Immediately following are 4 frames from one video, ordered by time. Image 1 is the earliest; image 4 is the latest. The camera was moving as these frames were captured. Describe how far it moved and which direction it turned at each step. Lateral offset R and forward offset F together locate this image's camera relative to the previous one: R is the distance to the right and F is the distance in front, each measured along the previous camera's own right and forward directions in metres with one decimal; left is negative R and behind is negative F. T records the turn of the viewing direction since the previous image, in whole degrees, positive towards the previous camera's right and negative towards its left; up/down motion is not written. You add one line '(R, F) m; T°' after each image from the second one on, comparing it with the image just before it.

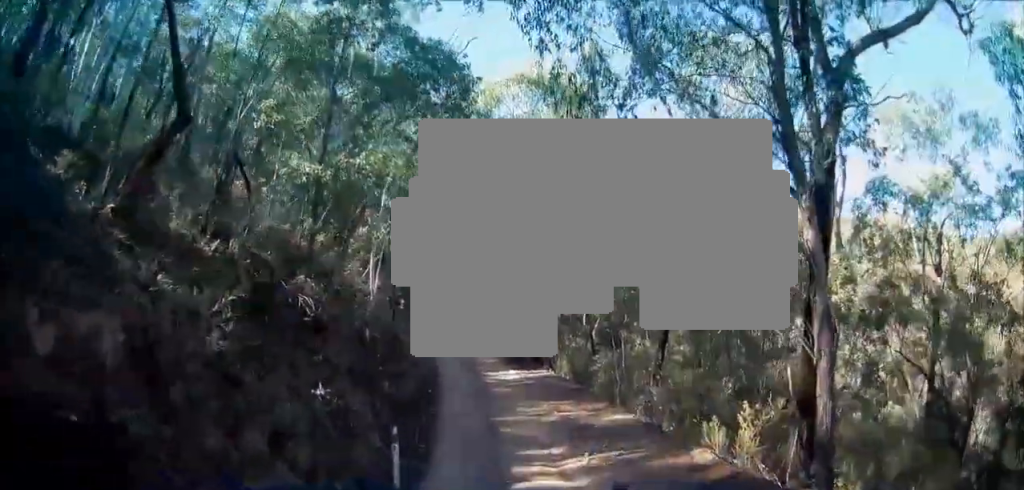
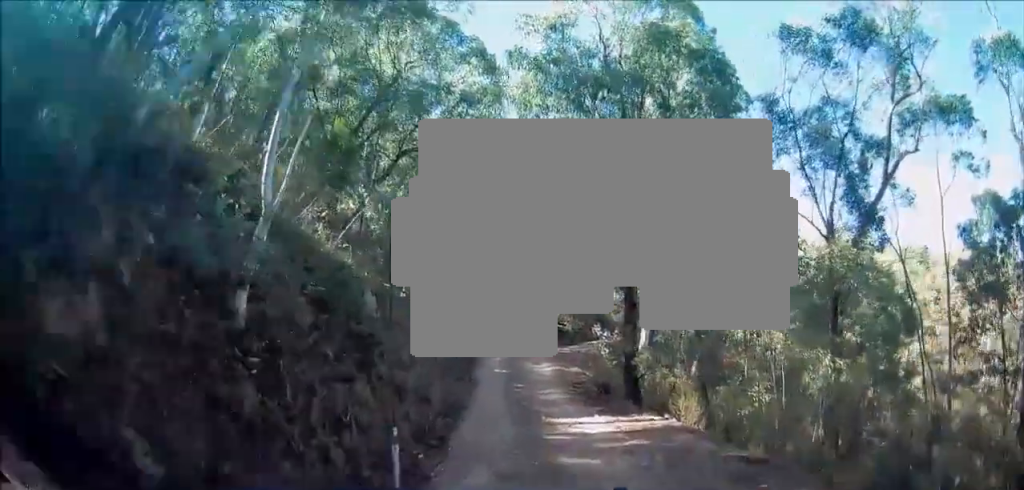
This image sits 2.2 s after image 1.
(-0.4, +8.3) m; -2°
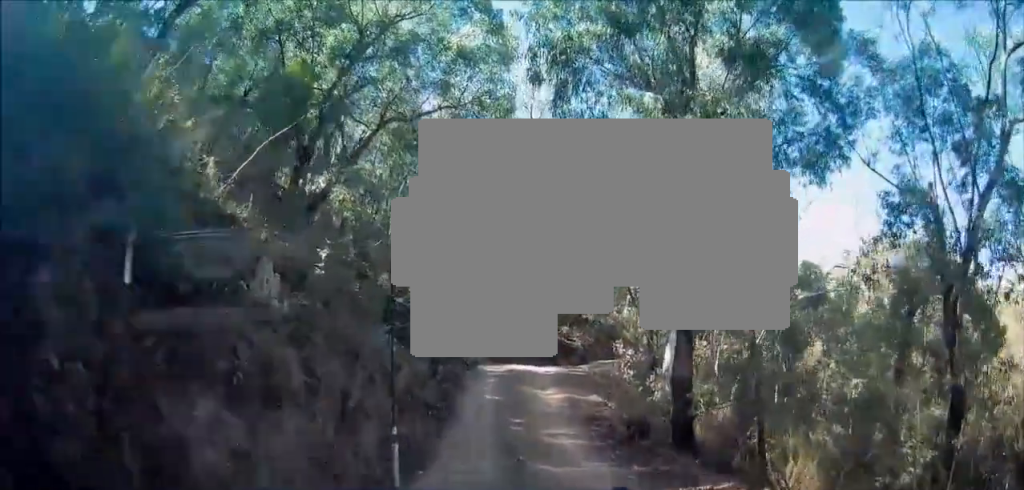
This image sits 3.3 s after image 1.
(+0.1, +4.5) m; +5°
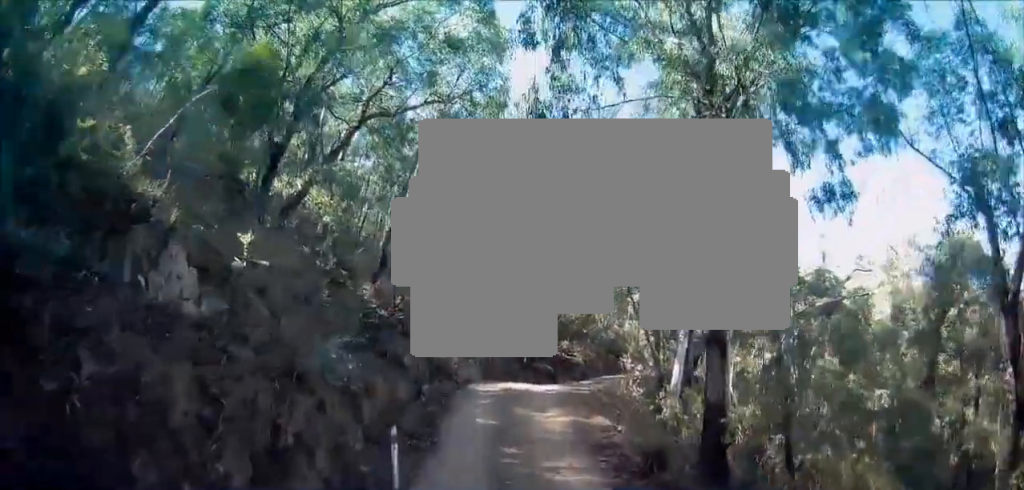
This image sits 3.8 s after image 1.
(+0.1, +1.9) m; +1°
